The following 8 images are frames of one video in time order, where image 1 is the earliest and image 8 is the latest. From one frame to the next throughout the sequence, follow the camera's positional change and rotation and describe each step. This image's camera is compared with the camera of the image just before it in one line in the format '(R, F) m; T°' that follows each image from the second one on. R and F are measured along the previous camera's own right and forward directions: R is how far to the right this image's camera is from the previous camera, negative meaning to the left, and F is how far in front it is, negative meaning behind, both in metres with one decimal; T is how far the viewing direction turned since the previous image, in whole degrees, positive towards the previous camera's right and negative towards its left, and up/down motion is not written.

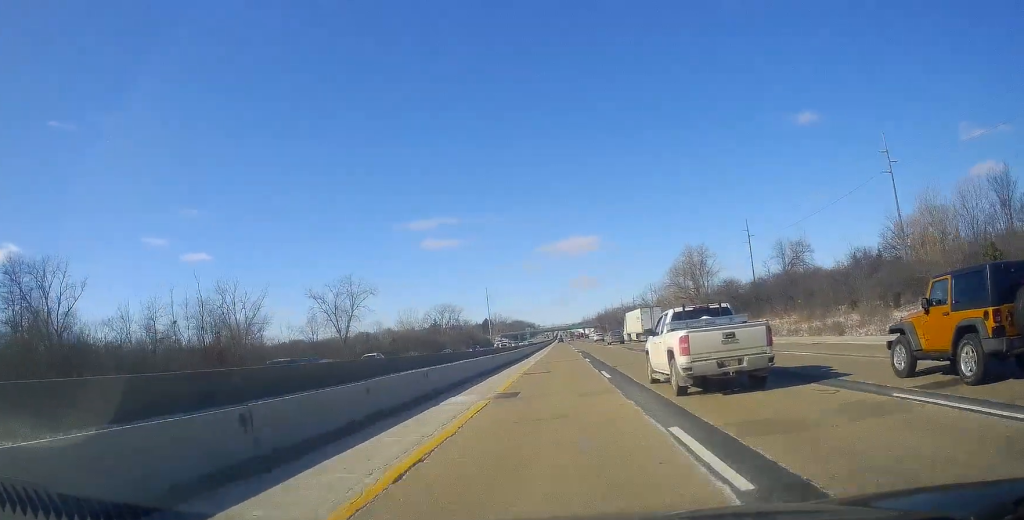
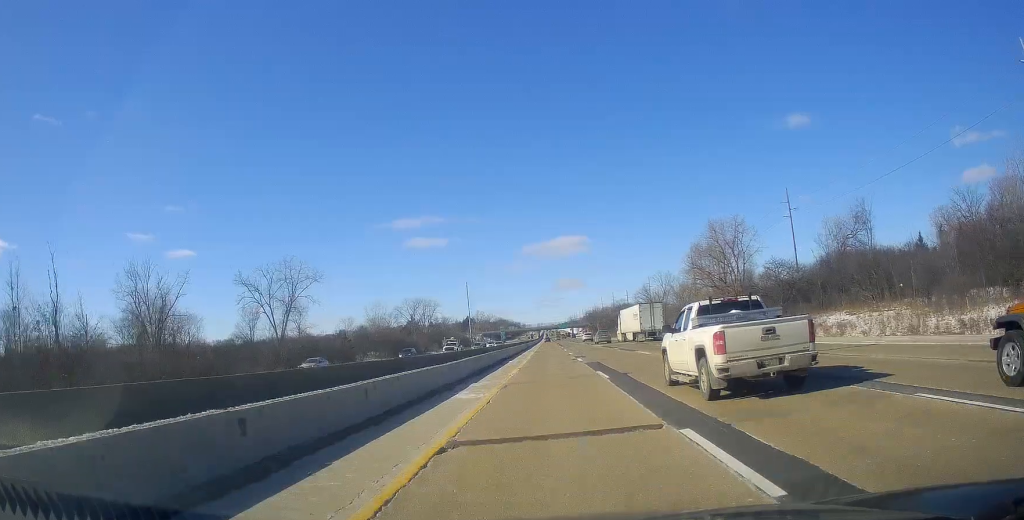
(+0.2, +32.2) m; +1°
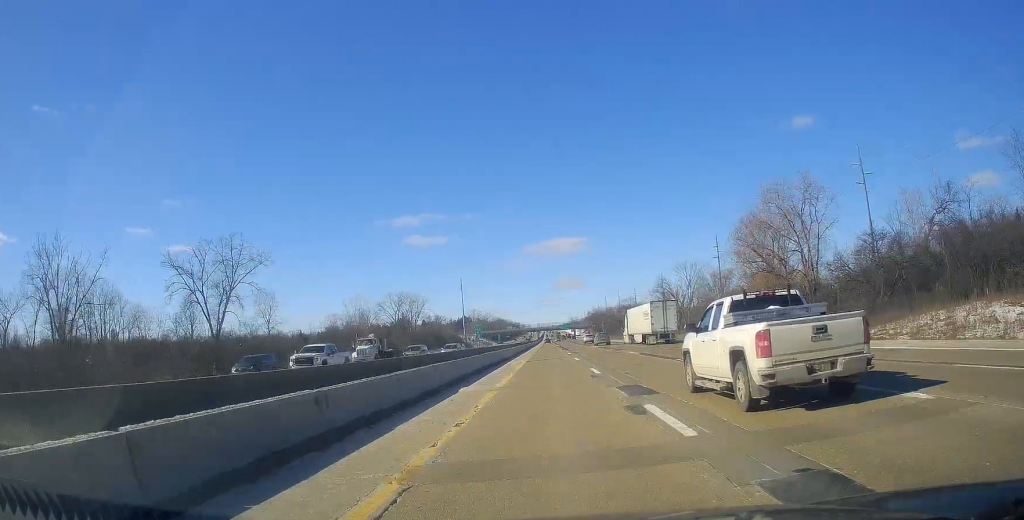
(+0.1, +27.8) m; 0°
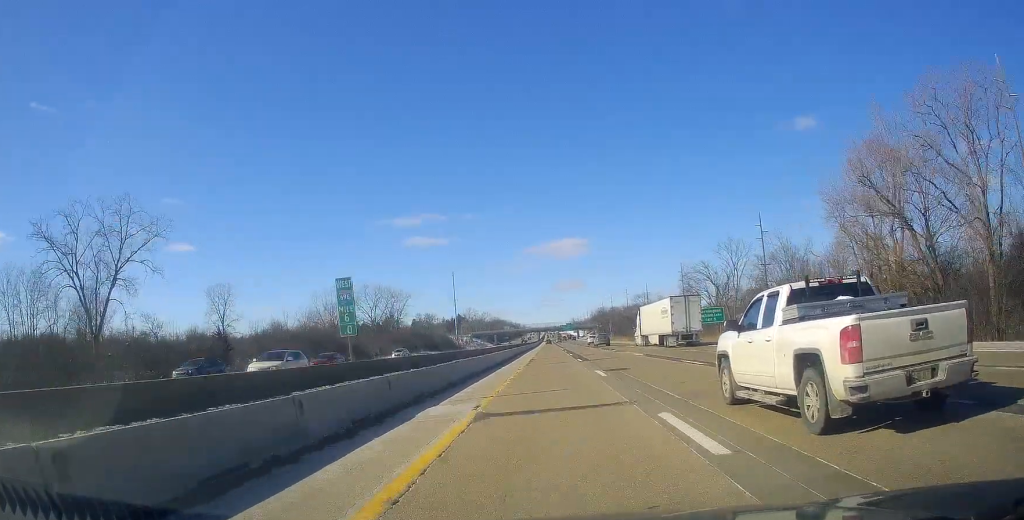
(-0.1, +32.7) m; 0°
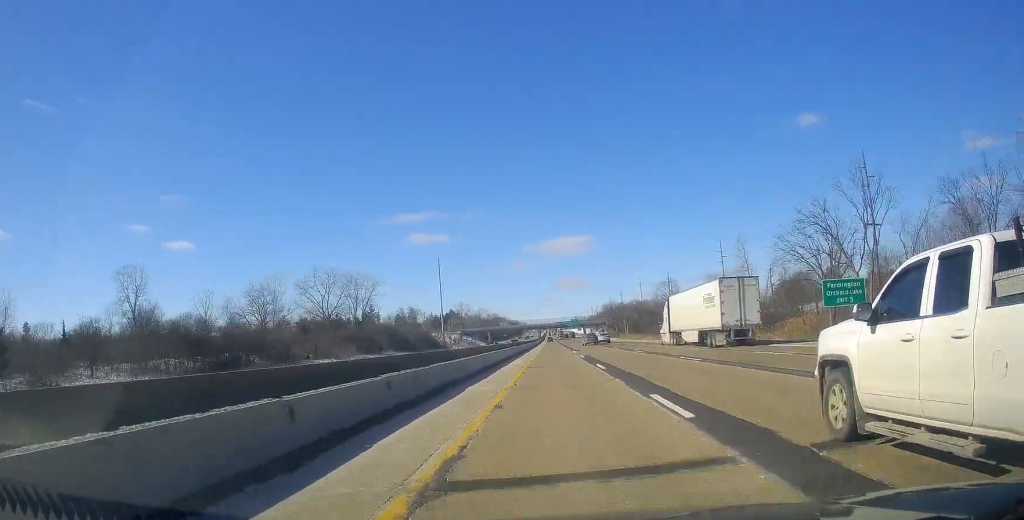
(-0.1, +44.6) m; +1°
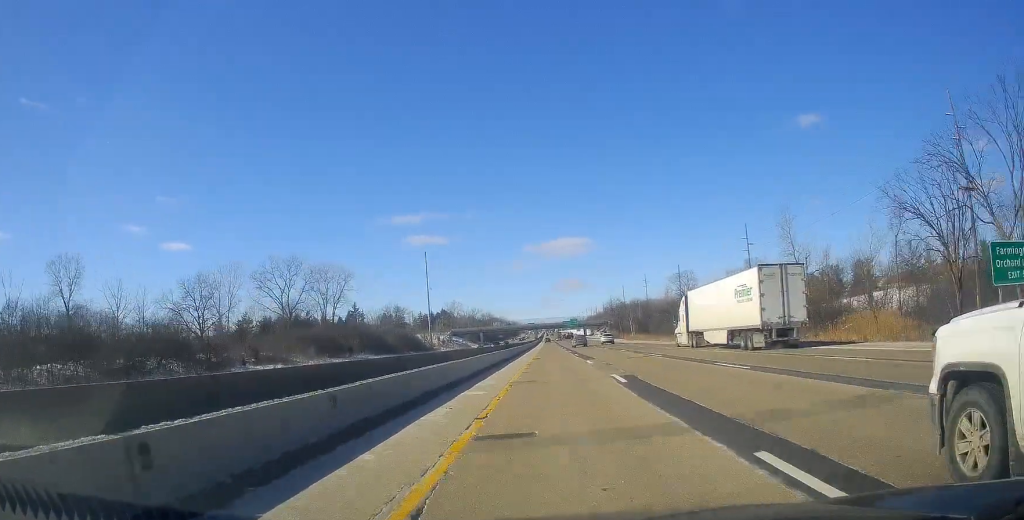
(+0.5, +22.8) m; +1°
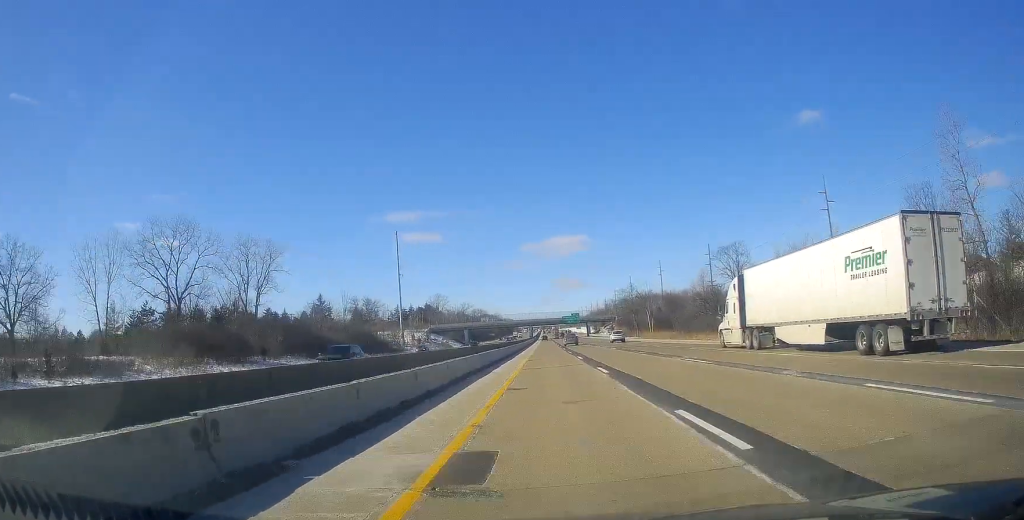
(+0.1, +41.7) m; 0°
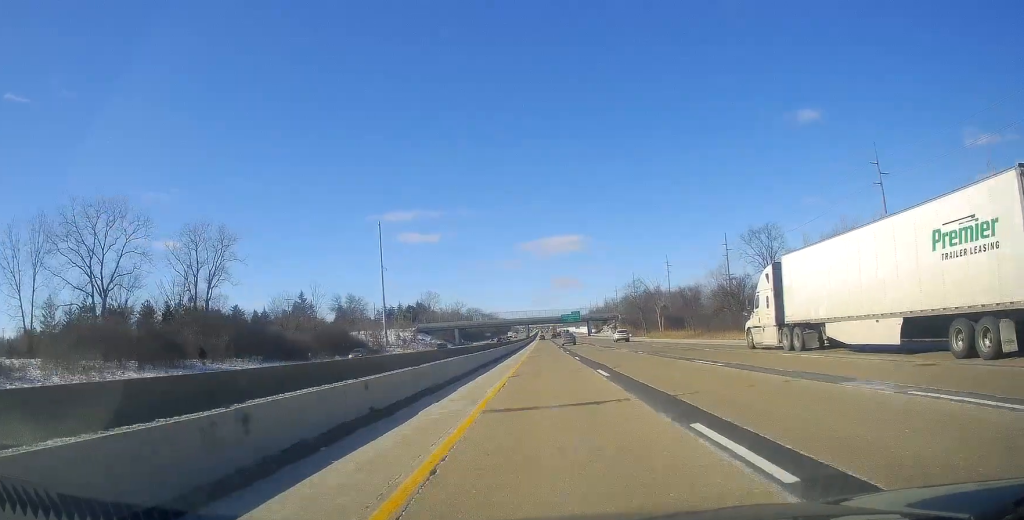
(-0.1, +17.7) m; 0°
